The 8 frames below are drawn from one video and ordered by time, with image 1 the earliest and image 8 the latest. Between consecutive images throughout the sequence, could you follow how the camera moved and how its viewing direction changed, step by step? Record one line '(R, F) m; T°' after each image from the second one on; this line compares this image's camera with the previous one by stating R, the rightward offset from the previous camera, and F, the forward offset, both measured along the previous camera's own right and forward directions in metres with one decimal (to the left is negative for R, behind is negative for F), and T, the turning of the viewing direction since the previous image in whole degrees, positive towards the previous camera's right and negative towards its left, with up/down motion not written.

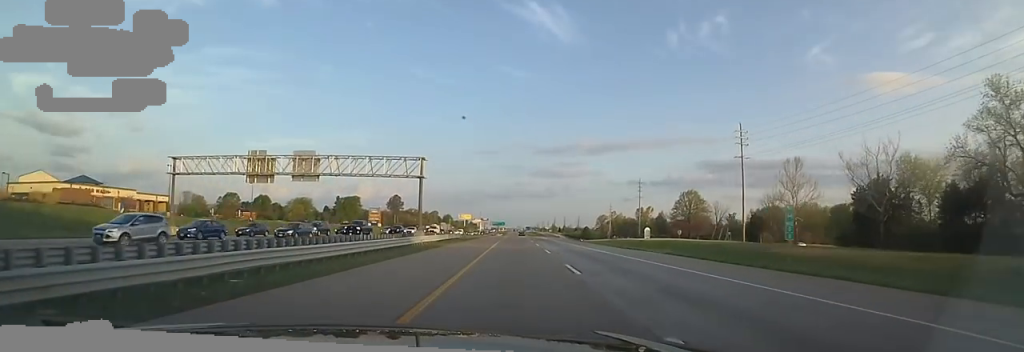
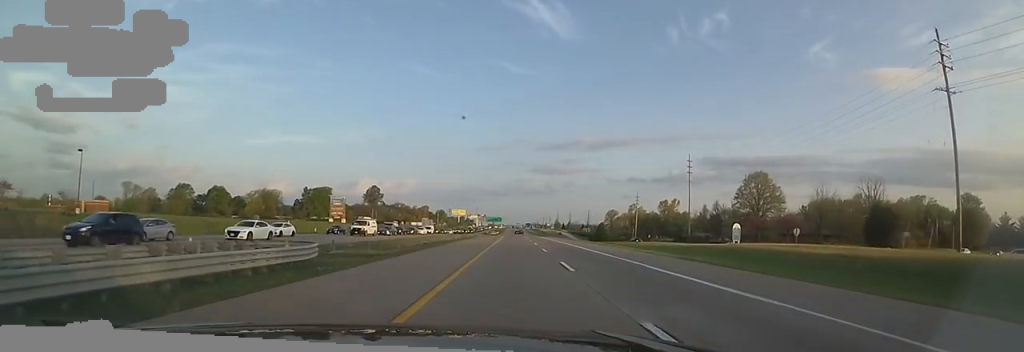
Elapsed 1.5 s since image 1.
(+0.7, +47.8) m; +1°
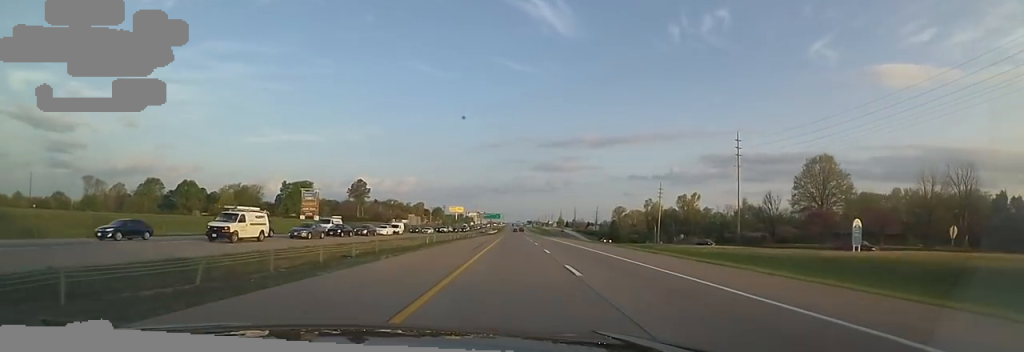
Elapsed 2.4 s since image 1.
(0.0, +25.6) m; -1°
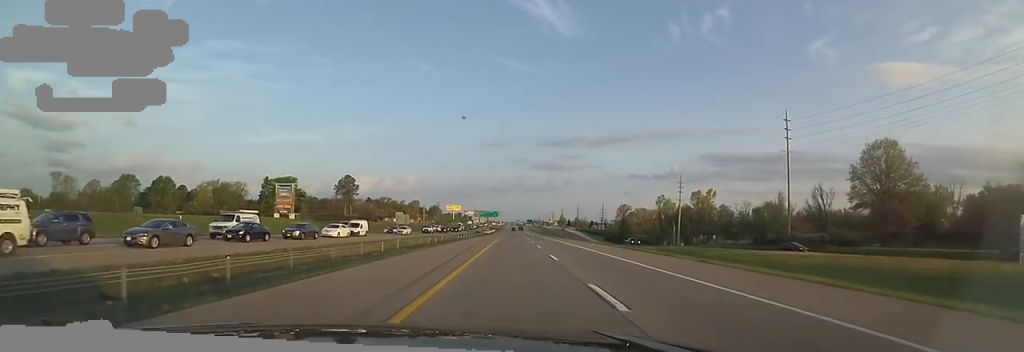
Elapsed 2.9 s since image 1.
(0.0, +17.4) m; -1°
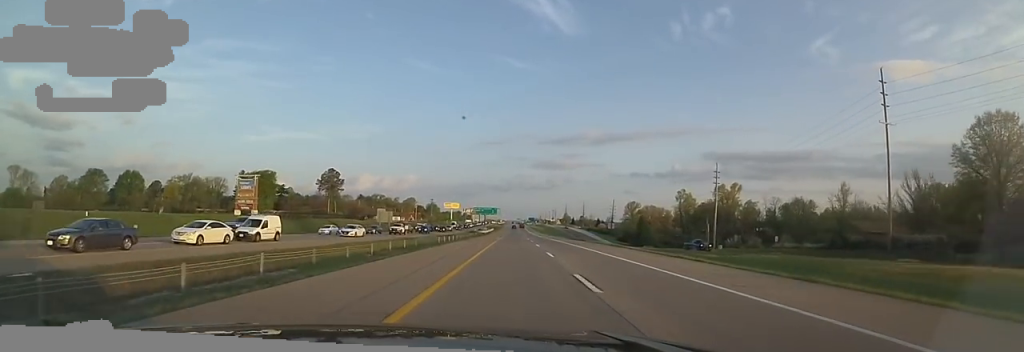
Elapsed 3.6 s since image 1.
(-0.6, +22.0) m; 0°
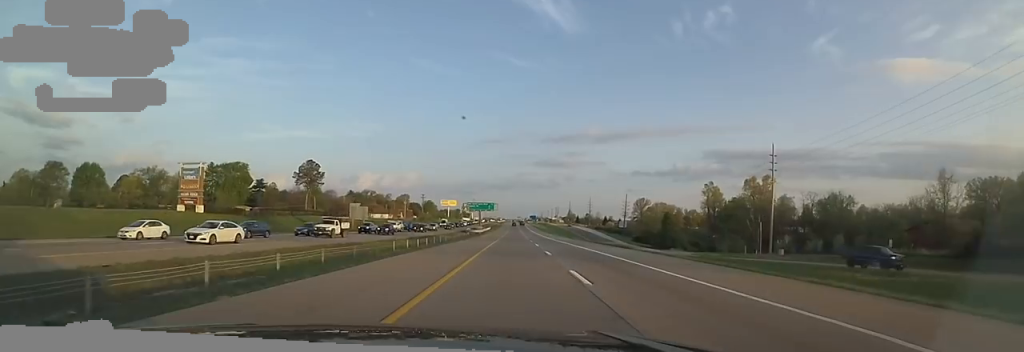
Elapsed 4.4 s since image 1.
(+0.4, +23.6) m; +1°
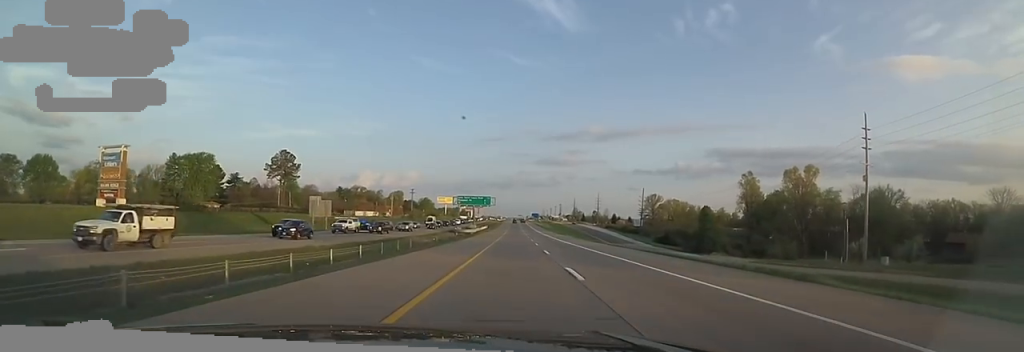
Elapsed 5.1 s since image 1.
(+0.4, +23.8) m; +1°
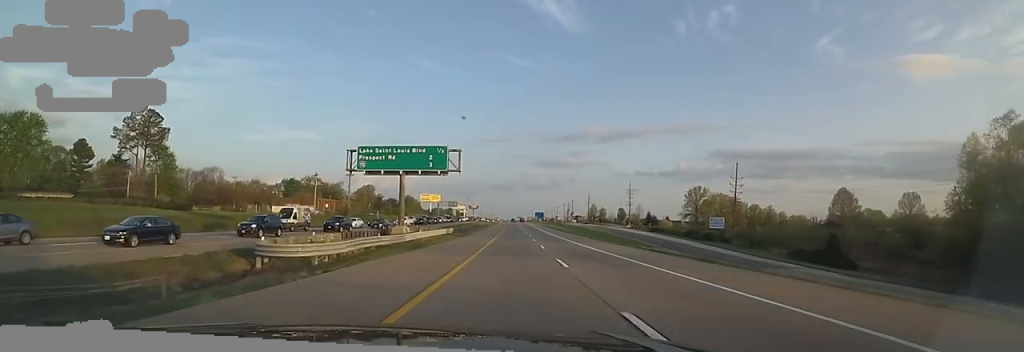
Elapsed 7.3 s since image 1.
(-1.7, +70.0) m; -1°
